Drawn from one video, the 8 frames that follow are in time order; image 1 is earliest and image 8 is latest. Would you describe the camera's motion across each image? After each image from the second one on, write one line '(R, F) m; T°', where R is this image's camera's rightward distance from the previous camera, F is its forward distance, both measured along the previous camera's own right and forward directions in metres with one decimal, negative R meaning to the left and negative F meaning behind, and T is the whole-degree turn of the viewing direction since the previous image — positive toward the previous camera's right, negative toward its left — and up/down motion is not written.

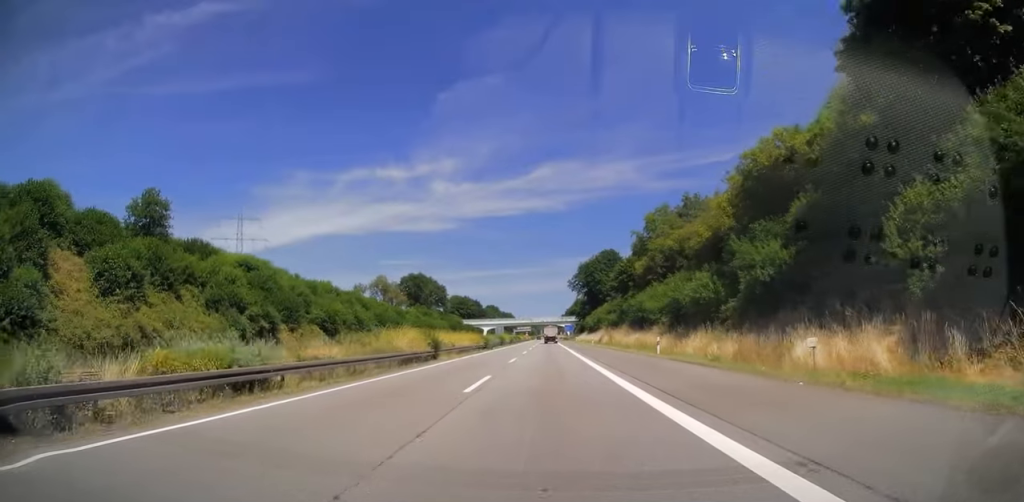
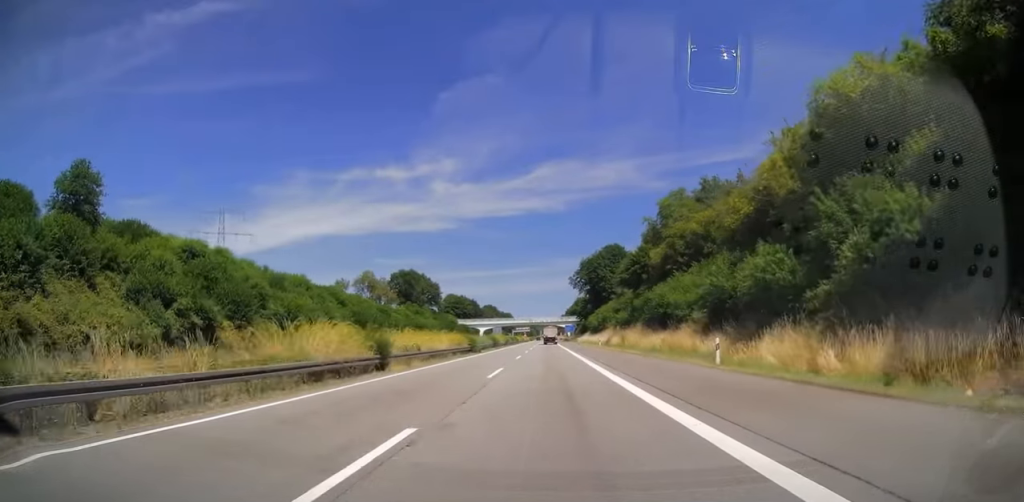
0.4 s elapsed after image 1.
(0.0, +12.3) m; 0°
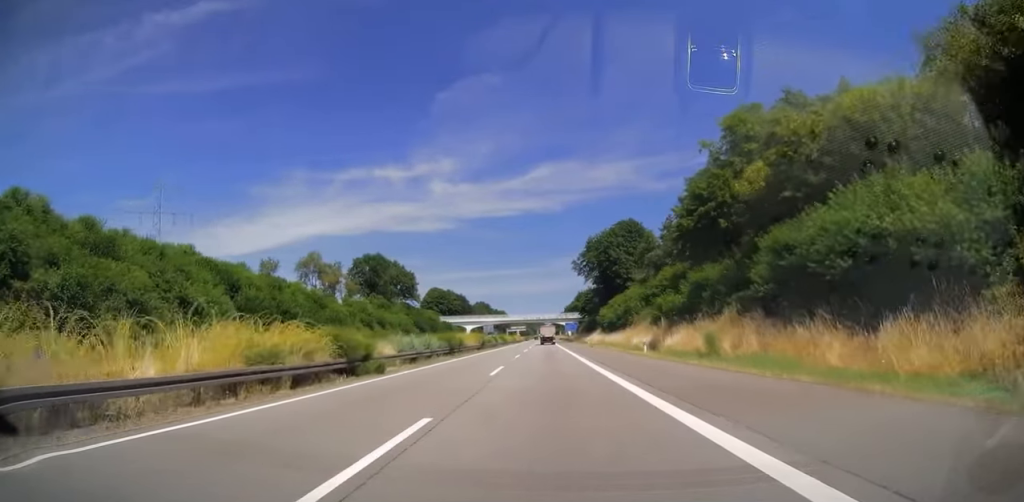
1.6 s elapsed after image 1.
(0.0, +34.6) m; 0°
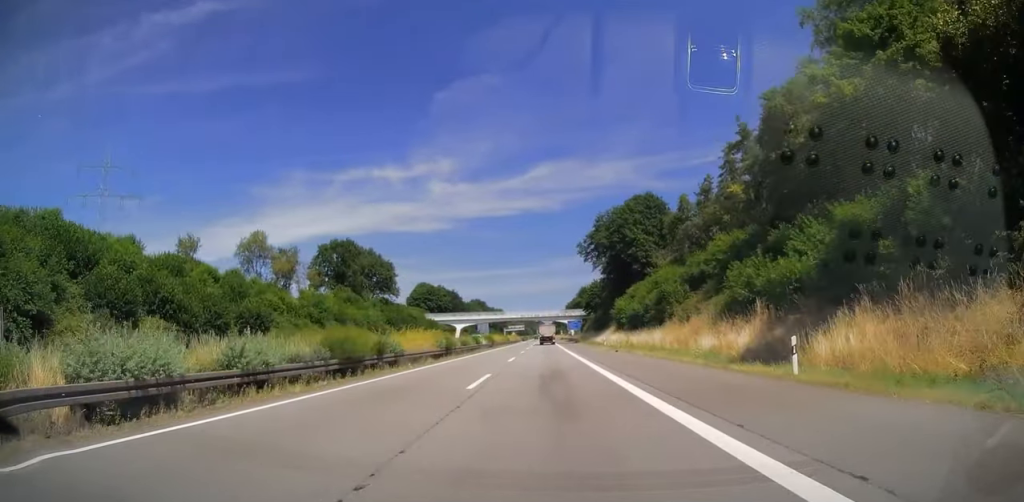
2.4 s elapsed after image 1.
(-0.1, +23.8) m; 0°
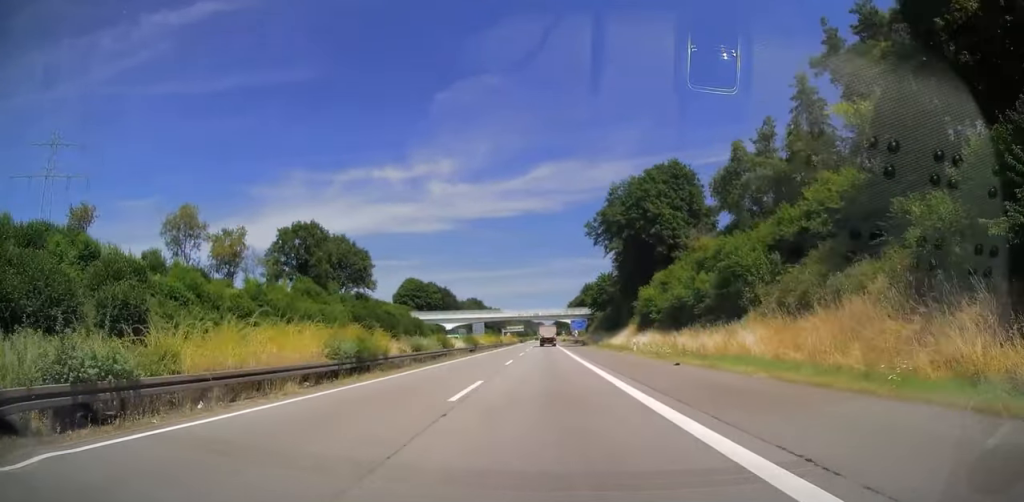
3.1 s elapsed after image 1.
(-0.1, +20.8) m; 0°
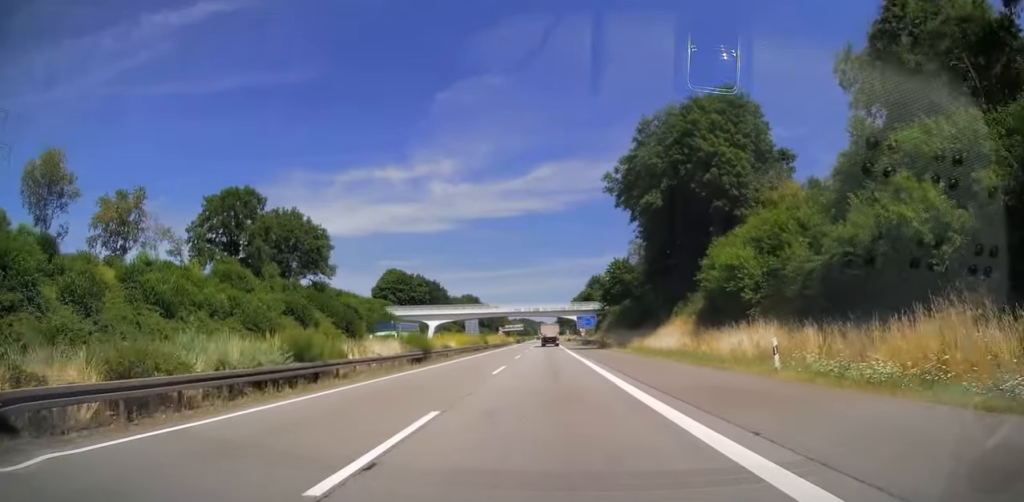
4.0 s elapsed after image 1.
(+0.2, +26.3) m; +1°
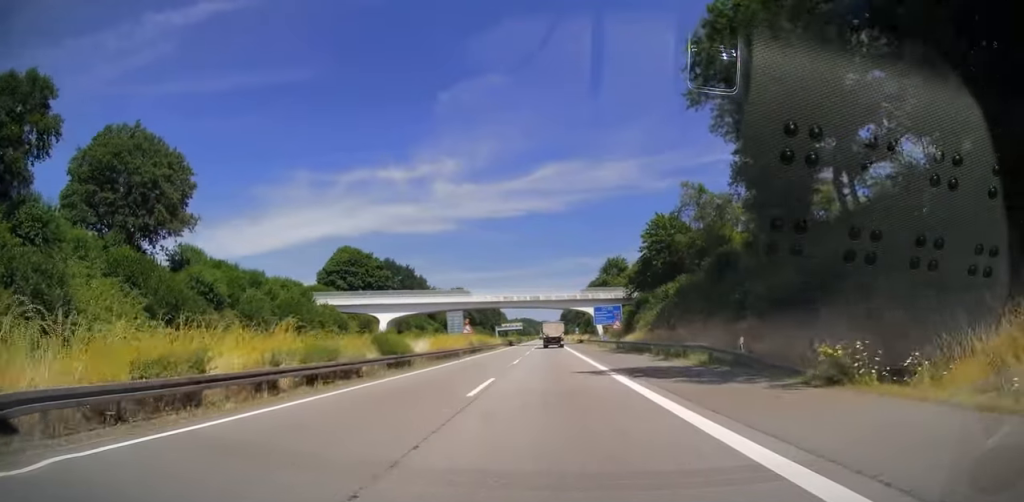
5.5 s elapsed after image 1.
(0.0, +44.2) m; 0°
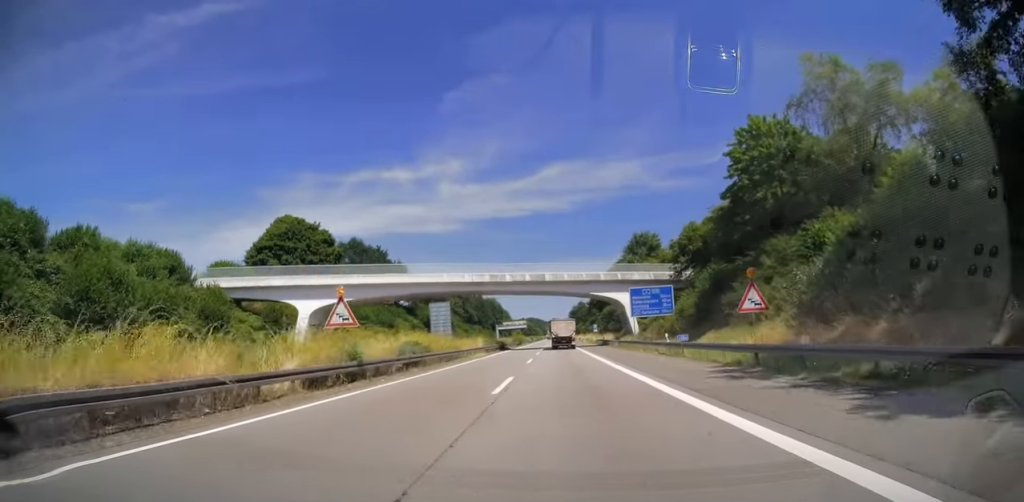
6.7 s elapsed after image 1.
(0.0, +35.3) m; 0°
